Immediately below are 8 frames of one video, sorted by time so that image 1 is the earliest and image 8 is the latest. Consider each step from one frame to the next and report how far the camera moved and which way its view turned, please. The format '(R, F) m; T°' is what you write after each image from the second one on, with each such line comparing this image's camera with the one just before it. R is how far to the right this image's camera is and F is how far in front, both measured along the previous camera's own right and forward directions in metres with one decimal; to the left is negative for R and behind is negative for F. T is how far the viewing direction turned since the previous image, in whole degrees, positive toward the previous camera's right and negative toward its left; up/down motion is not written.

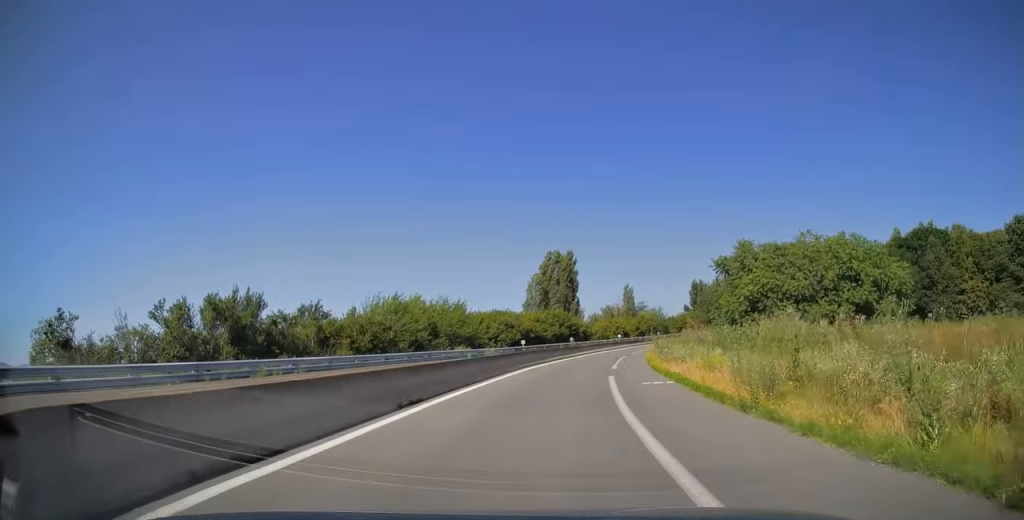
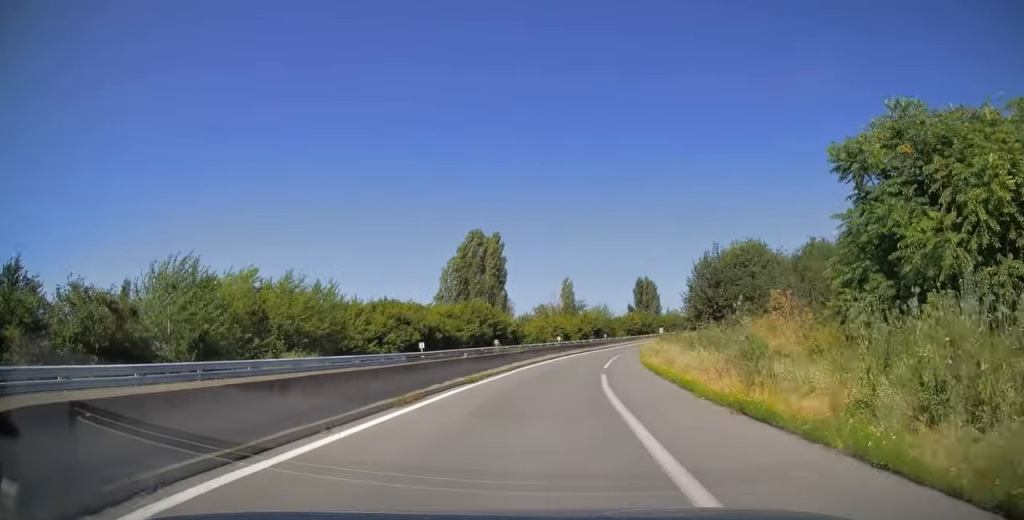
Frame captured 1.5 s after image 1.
(+1.5, +24.8) m; +6°
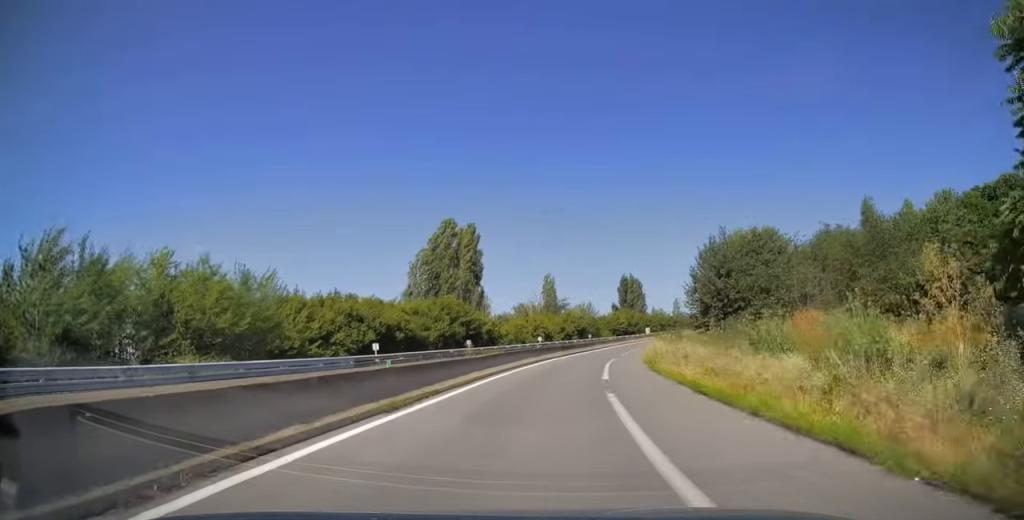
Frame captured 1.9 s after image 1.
(+0.1, +8.3) m; +2°
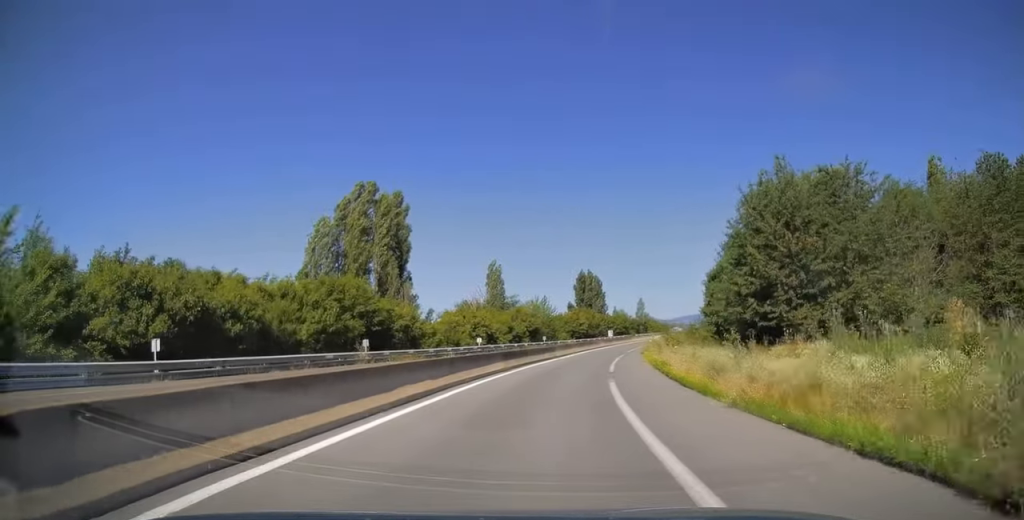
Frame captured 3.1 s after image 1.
(+1.0, +20.7) m; +5°
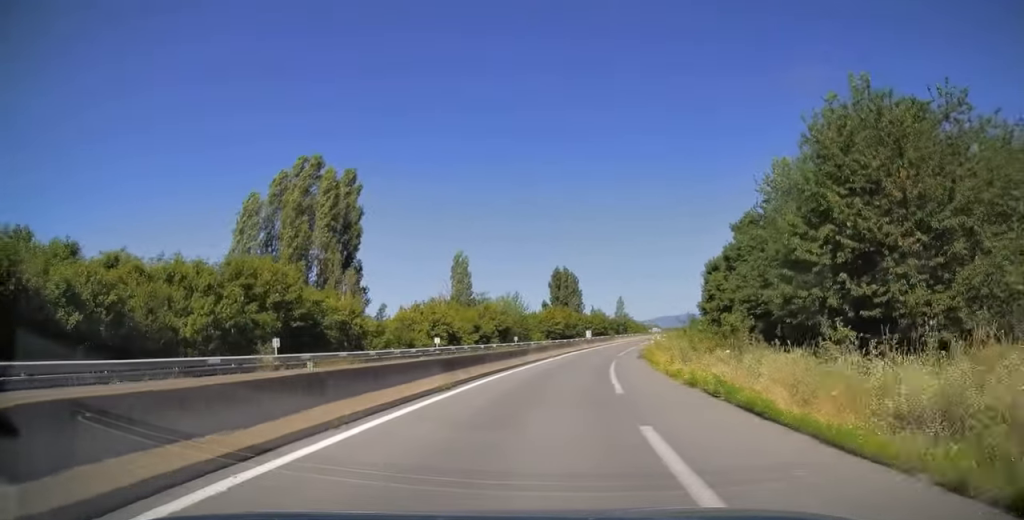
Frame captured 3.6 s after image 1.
(+0.2, +10.3) m; +2°
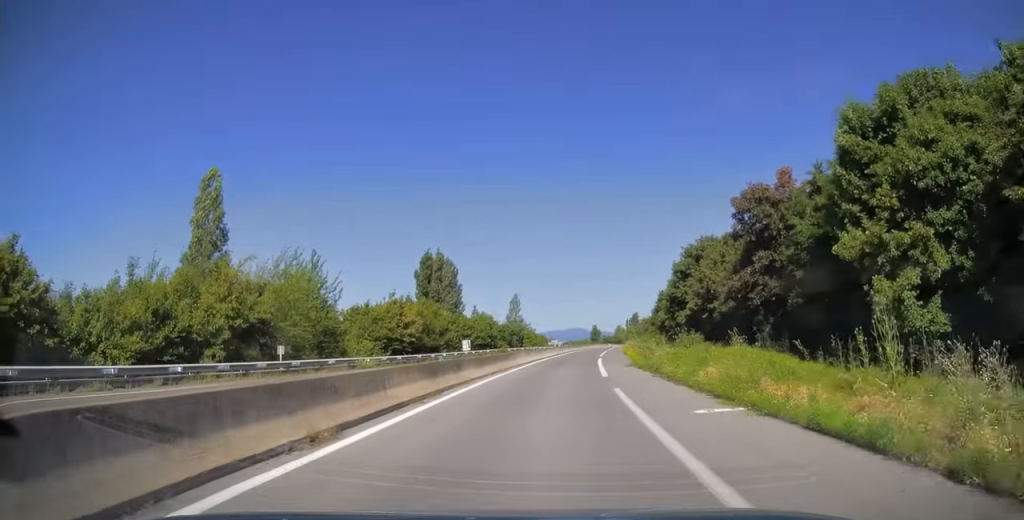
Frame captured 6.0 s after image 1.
(+4.3, +44.1) m; +11°
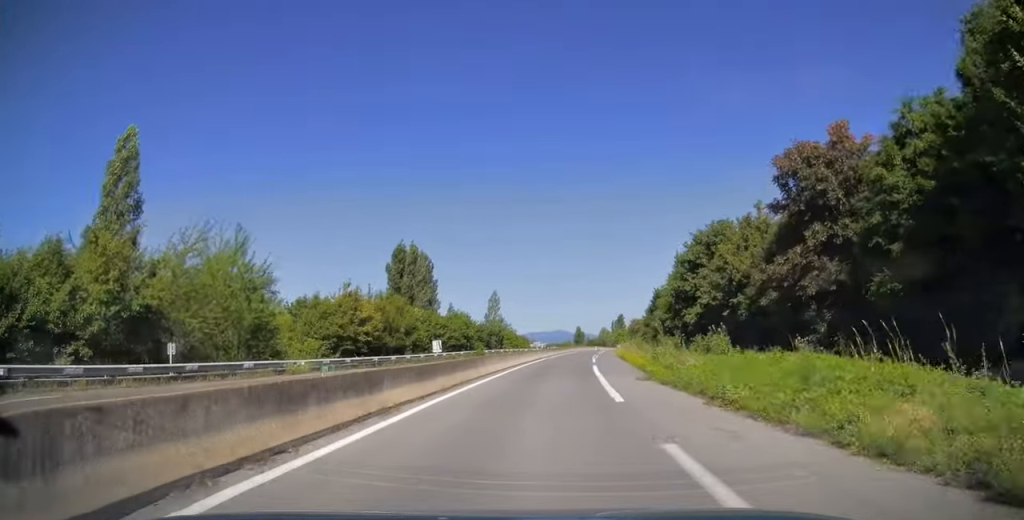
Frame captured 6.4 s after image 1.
(+0.1, +8.7) m; +2°
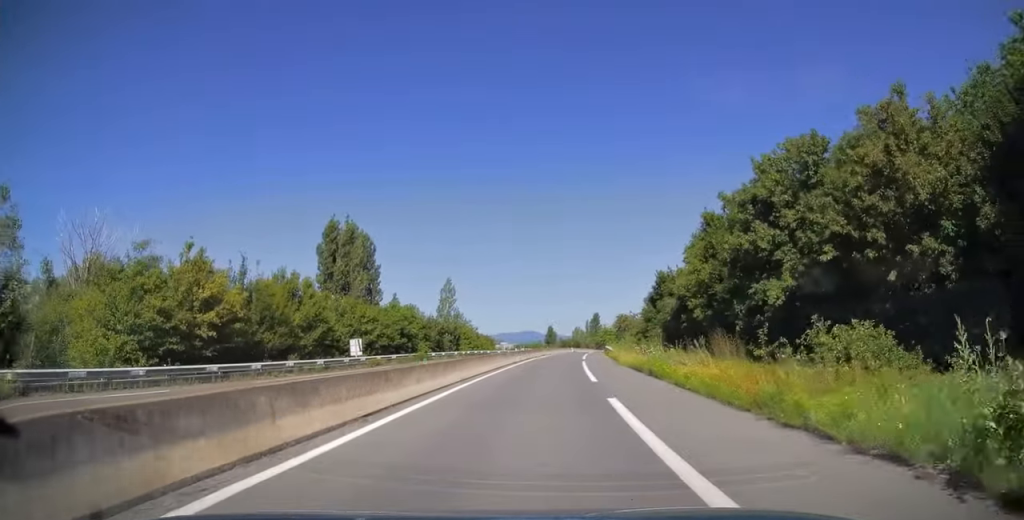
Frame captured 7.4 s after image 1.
(+0.4, +19.4) m; +3°
